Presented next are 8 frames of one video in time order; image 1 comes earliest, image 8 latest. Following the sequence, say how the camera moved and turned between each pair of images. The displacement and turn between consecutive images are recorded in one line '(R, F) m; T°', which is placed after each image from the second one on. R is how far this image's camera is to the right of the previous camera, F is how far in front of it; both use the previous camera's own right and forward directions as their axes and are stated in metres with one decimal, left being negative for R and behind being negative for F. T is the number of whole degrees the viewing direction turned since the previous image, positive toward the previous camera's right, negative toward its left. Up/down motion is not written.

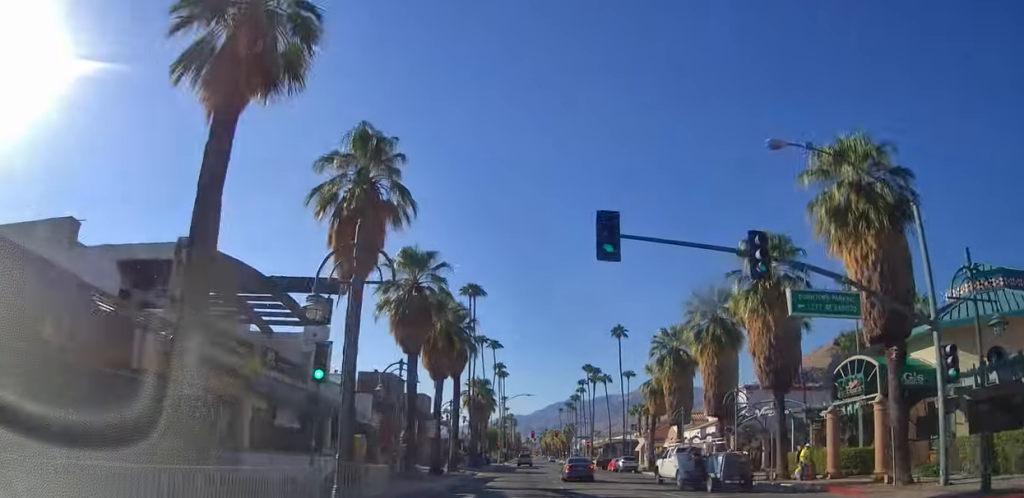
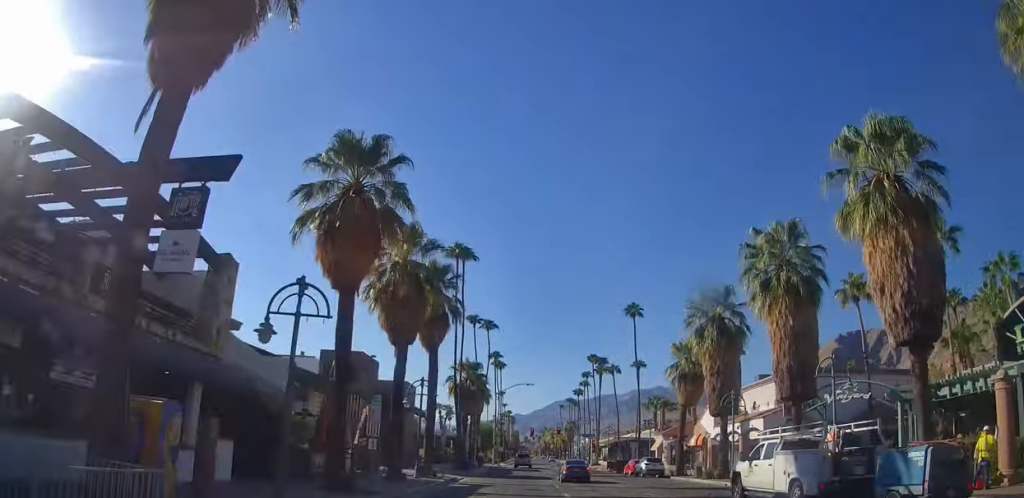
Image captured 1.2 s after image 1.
(0.0, +11.9) m; 0°
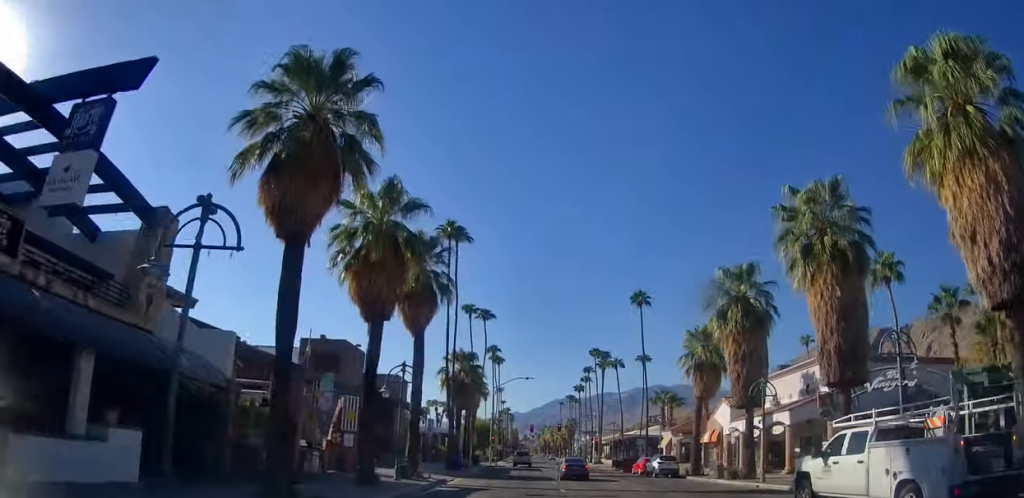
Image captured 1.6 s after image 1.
(0.0, +4.7) m; 0°
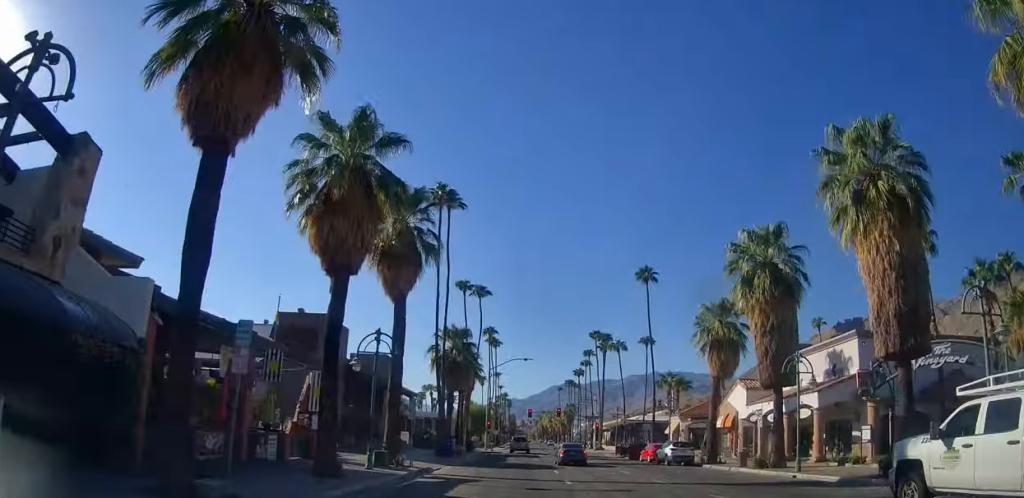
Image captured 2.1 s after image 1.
(0.0, +4.4) m; 0°
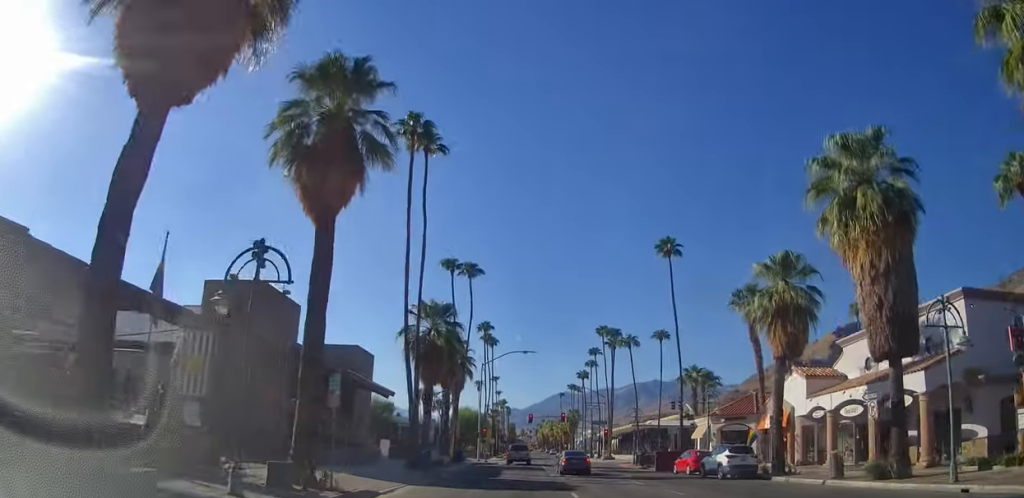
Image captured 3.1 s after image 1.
(0.0, +10.6) m; 0°
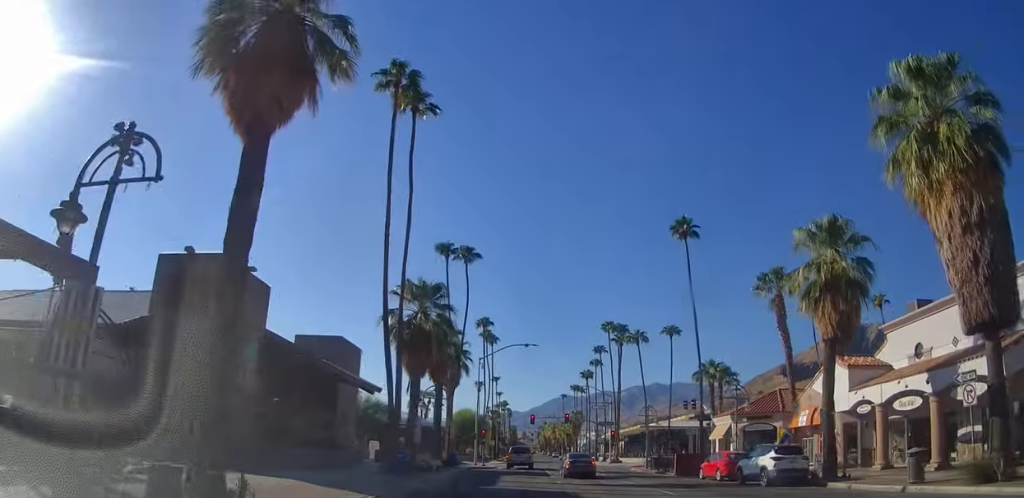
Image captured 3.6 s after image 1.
(0.0, +5.2) m; 0°
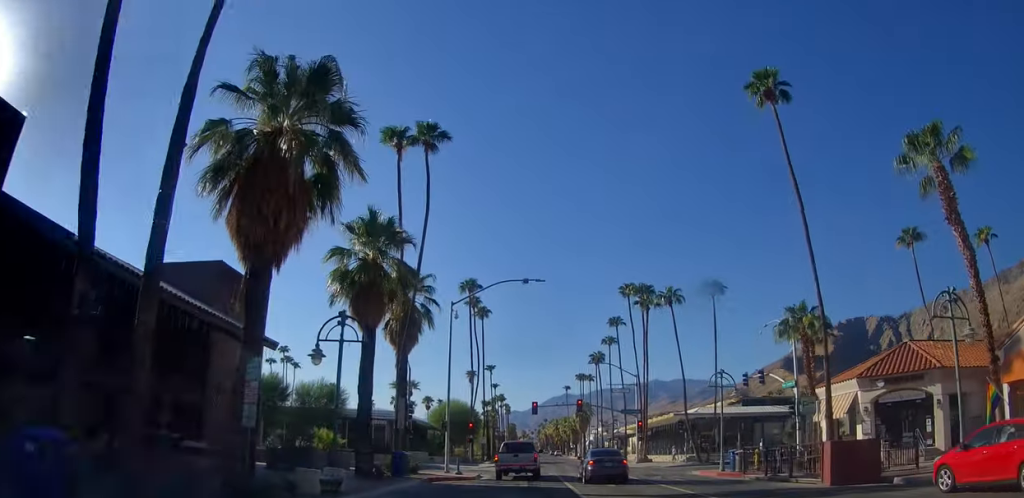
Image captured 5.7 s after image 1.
(0.0, +20.1) m; 0°
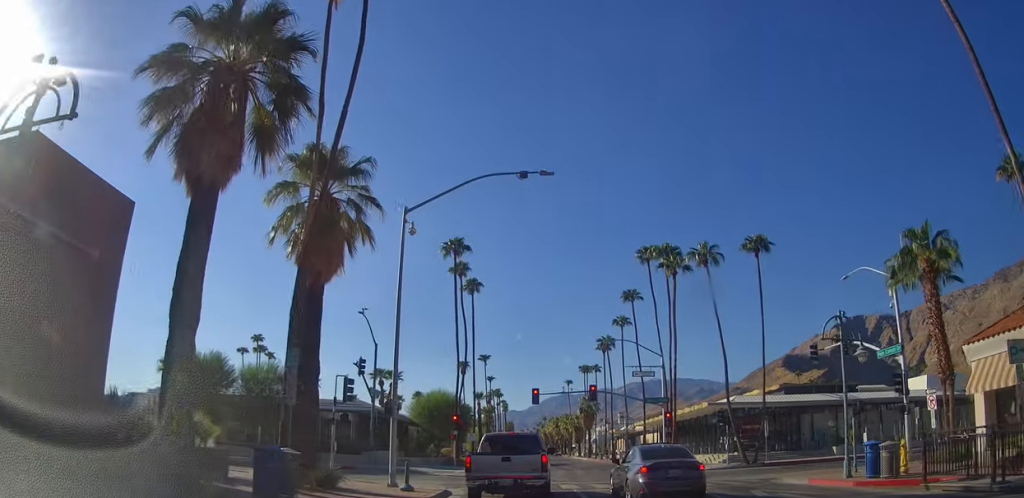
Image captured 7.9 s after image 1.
(-0.3, +13.4) m; -7°
